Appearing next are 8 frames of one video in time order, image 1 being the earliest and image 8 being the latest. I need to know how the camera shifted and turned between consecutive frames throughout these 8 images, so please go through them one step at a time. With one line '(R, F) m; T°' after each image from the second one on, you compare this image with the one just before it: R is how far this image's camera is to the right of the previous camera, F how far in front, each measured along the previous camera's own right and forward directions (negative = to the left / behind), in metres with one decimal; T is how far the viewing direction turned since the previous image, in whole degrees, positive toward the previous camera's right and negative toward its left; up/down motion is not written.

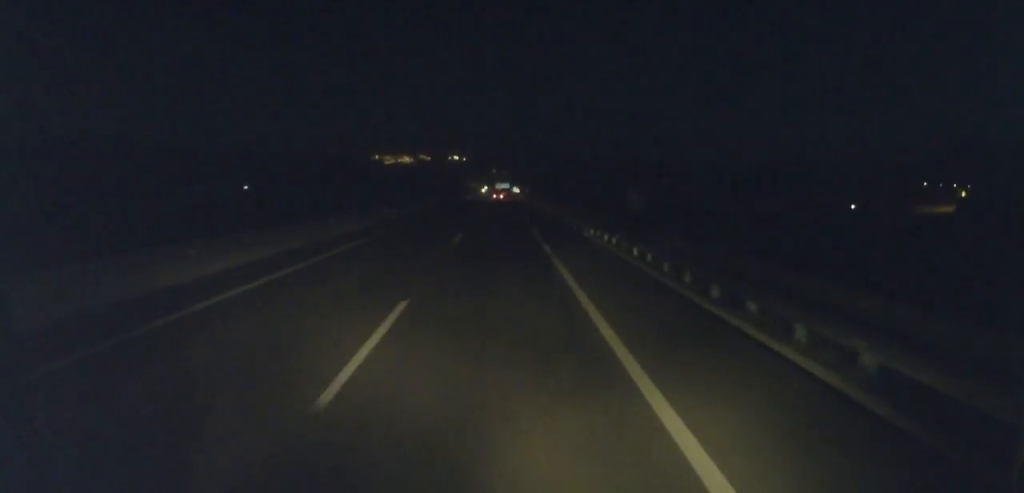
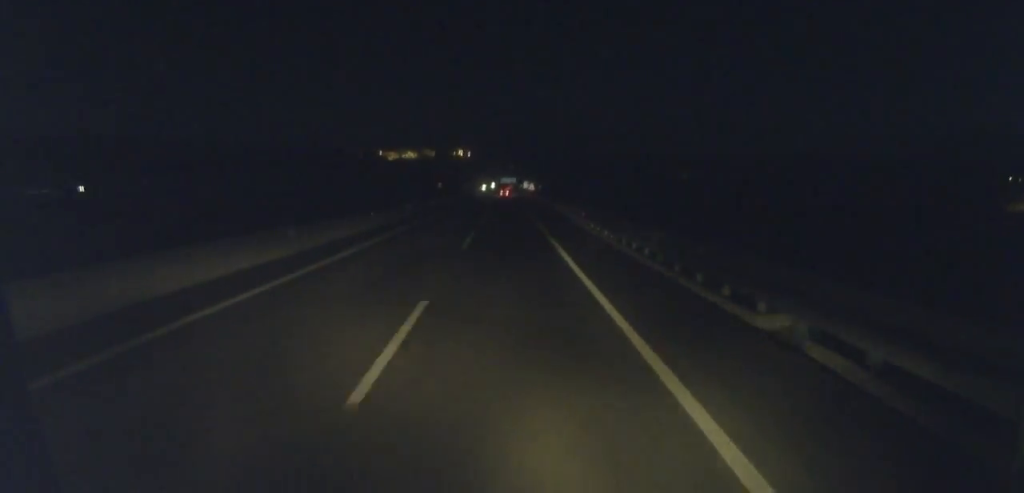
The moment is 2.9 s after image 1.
(-0.1, +68.2) m; 0°
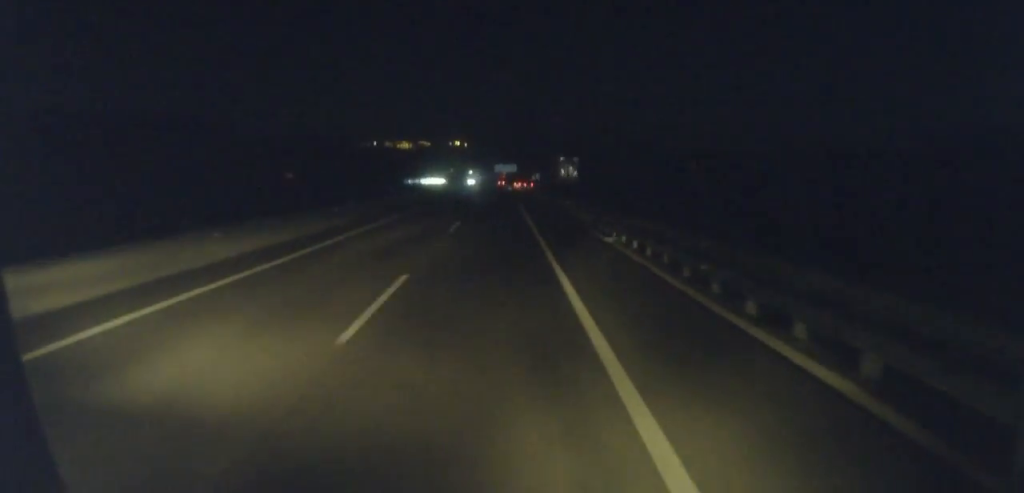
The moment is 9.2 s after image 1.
(-0.8, +150.4) m; 0°
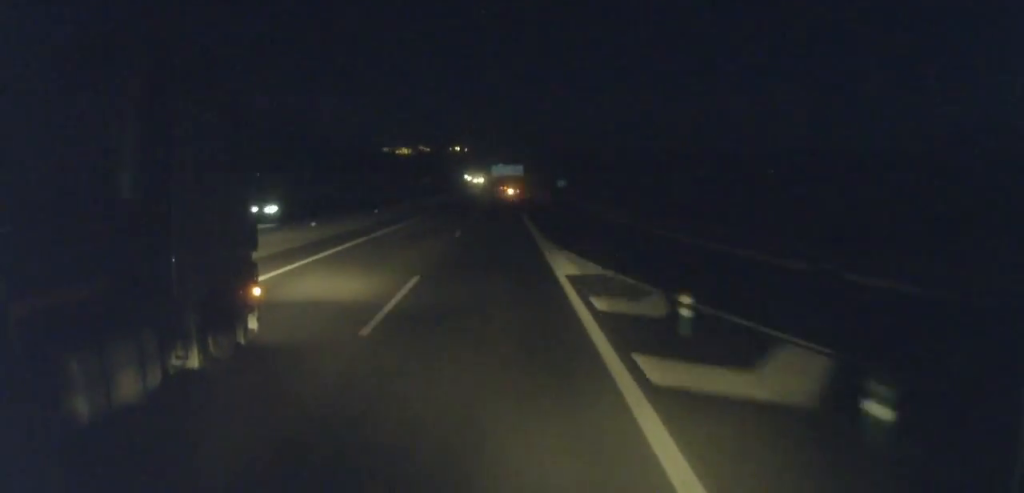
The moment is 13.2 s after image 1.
(+0.2, +100.1) m; 0°
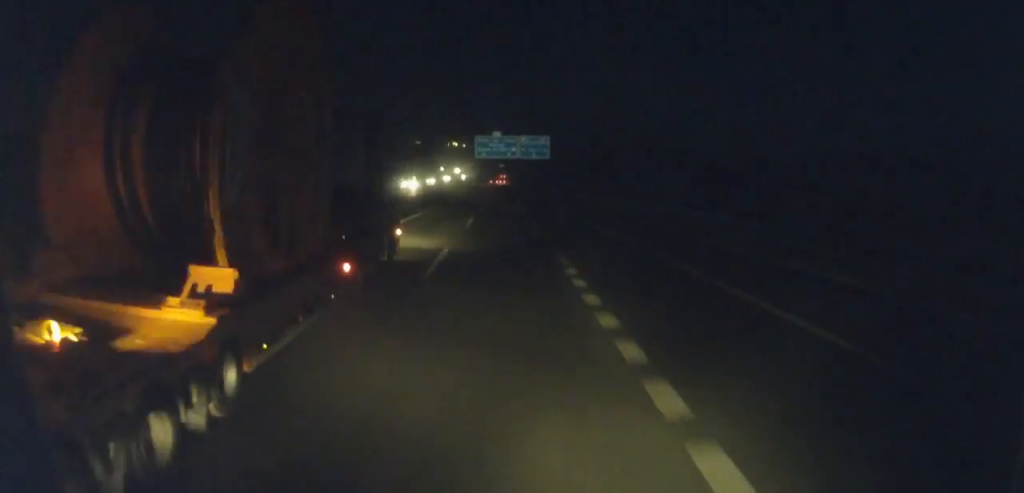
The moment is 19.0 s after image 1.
(-0.2, +148.9) m; 0°
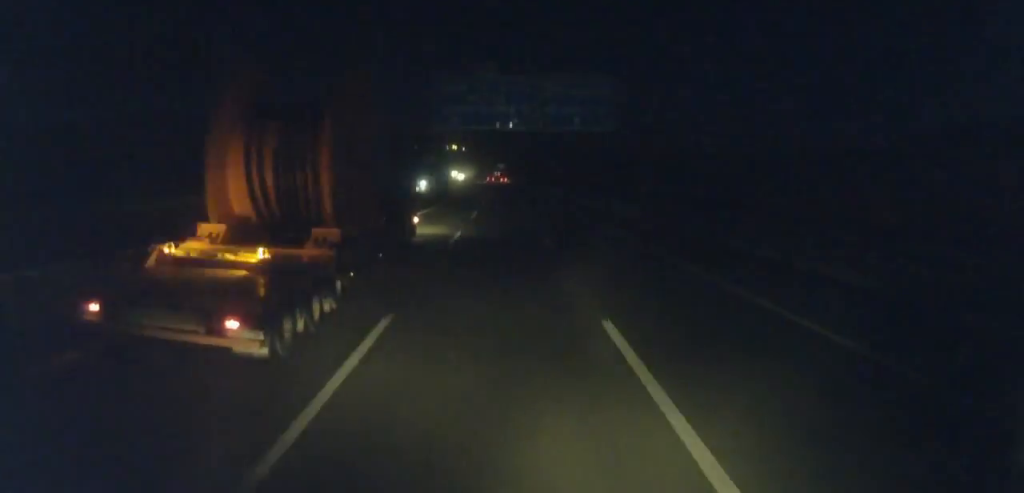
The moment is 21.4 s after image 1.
(+0.1, +63.8) m; 0°
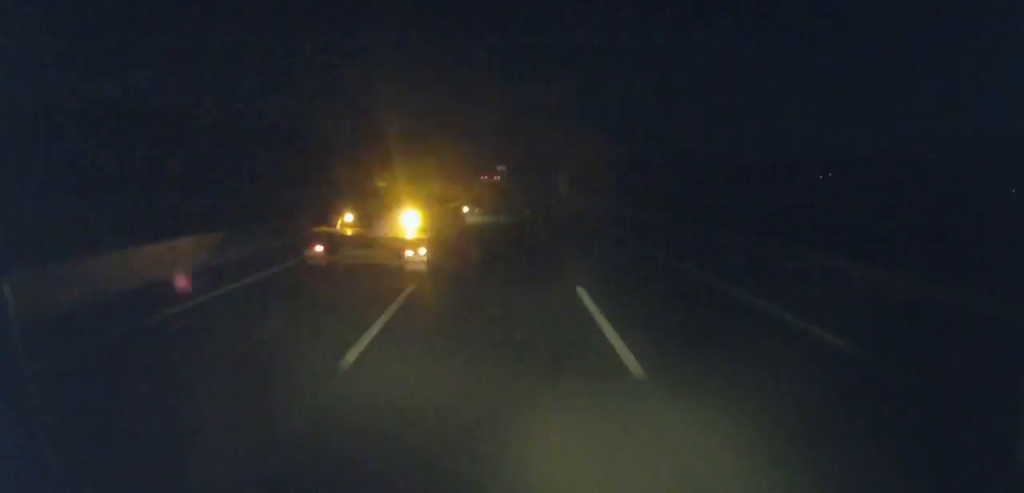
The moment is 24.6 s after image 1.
(+0.3, +85.2) m; 0°
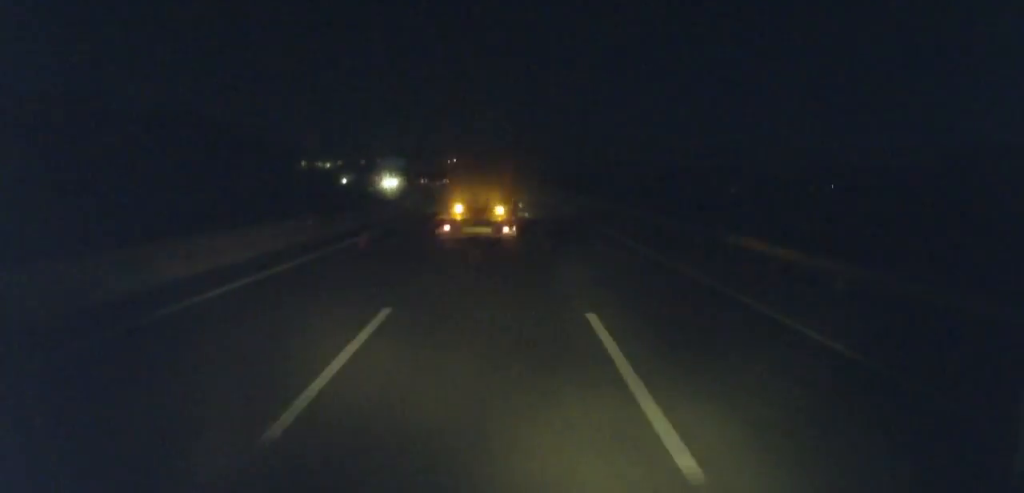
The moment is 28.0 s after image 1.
(+0.2, +91.8) m; -1°
